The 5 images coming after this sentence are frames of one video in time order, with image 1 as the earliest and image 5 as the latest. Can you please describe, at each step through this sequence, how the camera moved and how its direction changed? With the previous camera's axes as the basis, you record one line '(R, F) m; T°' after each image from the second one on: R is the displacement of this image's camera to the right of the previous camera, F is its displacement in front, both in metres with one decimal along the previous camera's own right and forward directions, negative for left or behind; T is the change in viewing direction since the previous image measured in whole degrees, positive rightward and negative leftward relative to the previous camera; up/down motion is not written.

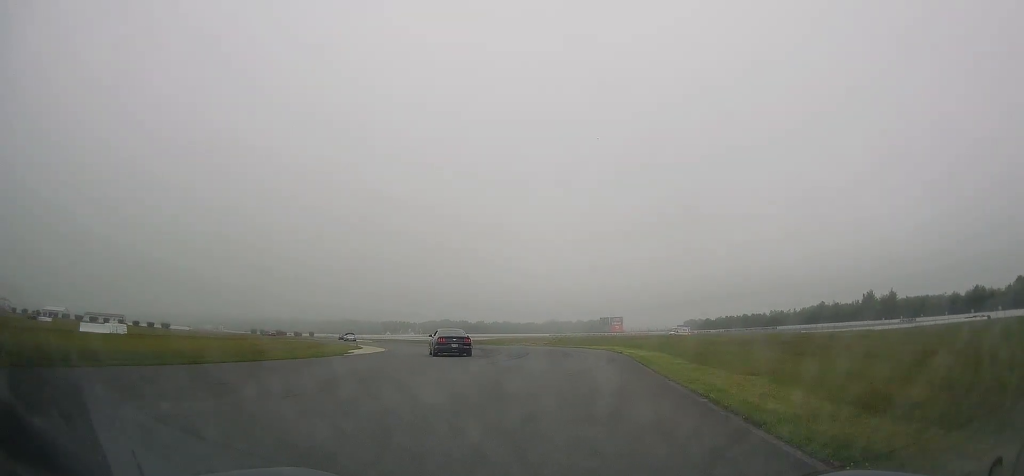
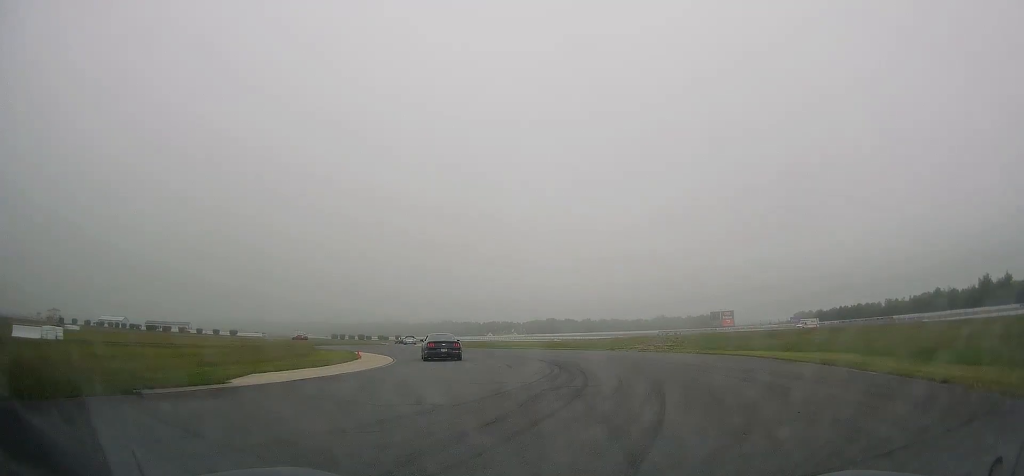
(-1.1, +20.9) m; -9°
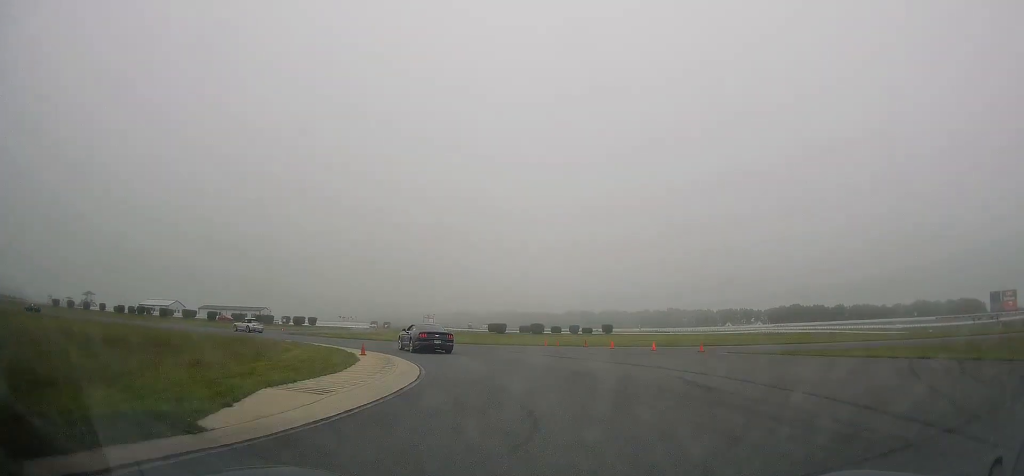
(-26.4, +100.1) m; -24°
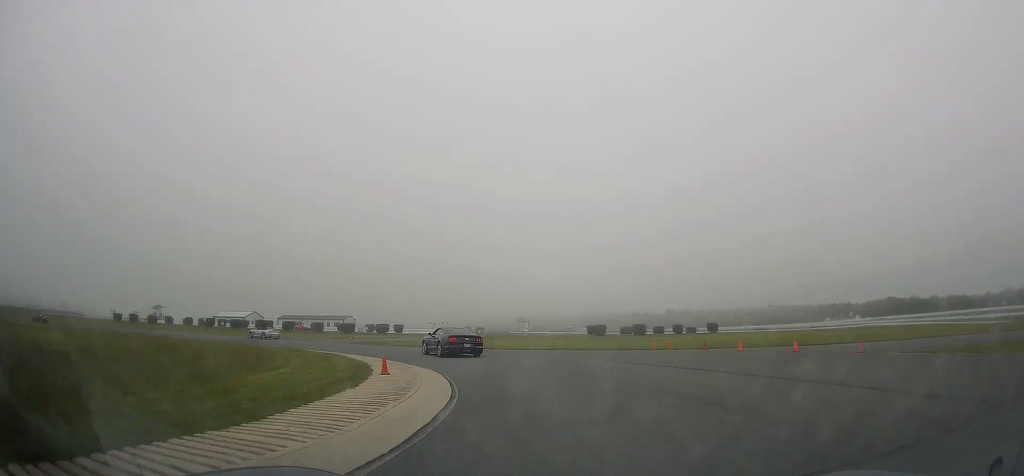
(+0.1, +7.5) m; -7°
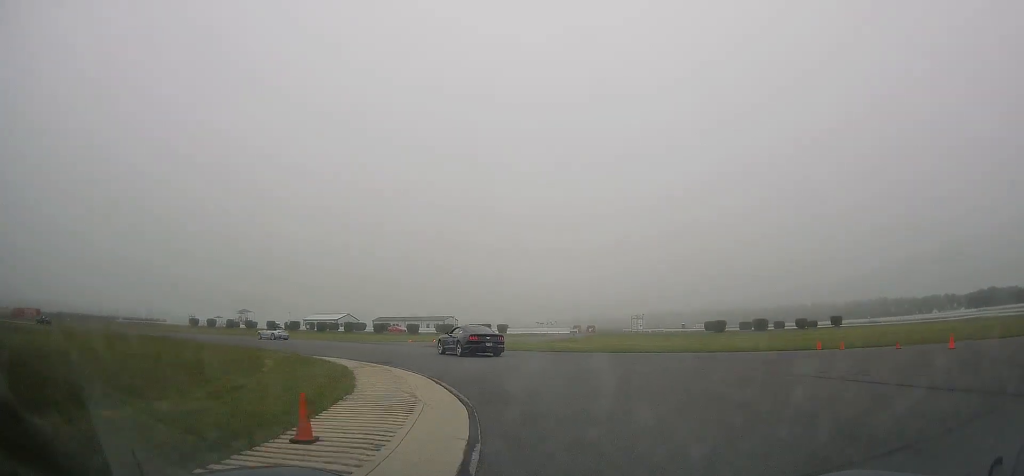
(-0.8, +8.8) m; -10°
